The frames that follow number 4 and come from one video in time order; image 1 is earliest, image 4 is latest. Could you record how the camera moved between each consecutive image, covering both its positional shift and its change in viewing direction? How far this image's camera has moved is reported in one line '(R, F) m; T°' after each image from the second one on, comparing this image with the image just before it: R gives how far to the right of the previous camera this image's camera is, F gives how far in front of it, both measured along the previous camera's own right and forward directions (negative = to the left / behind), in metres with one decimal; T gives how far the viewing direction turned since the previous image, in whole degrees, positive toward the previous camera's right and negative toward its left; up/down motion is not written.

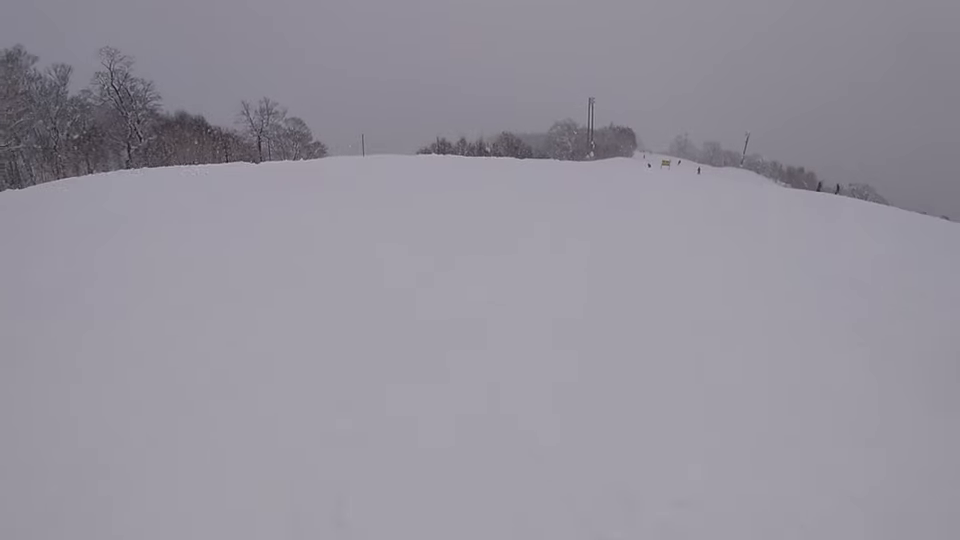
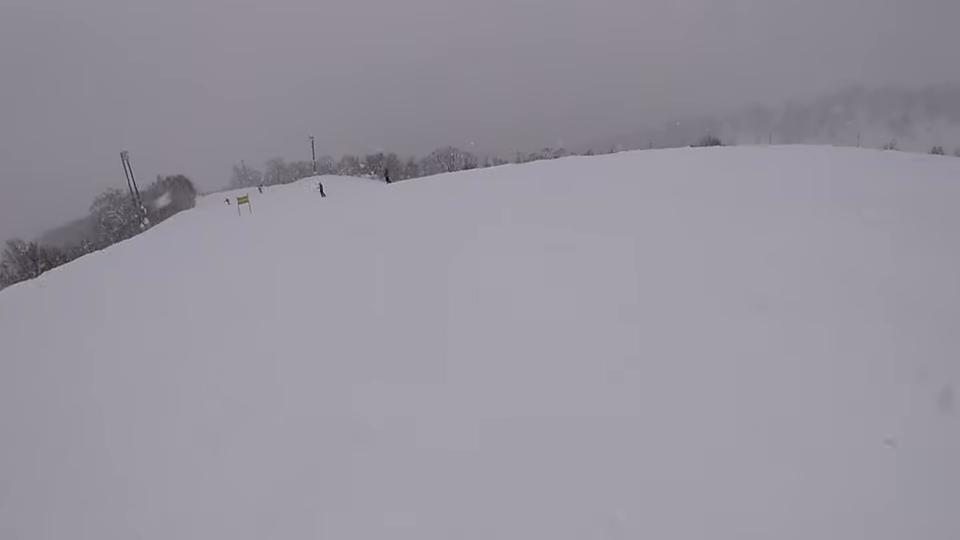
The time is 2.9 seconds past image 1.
(+2.7, +17.3) m; +37°
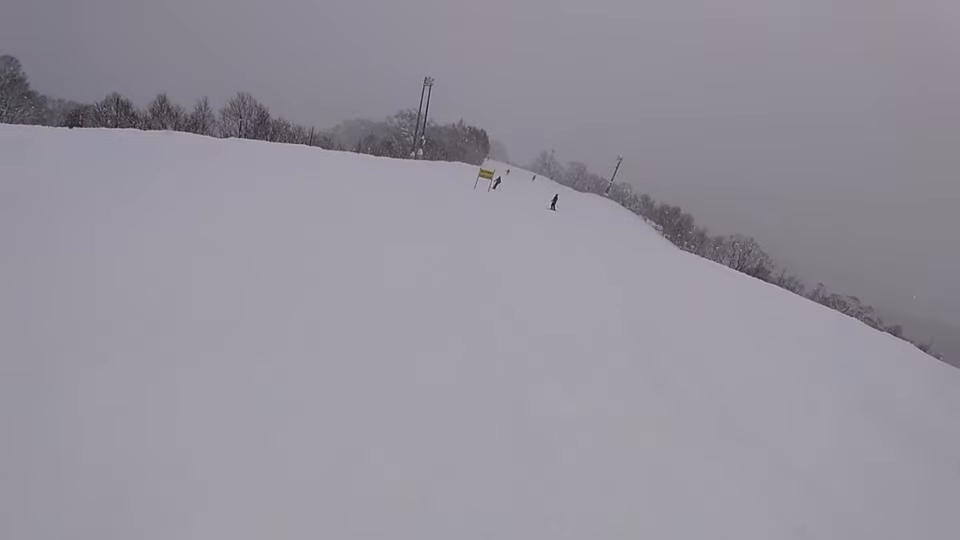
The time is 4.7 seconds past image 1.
(-0.2, +10.4) m; -18°
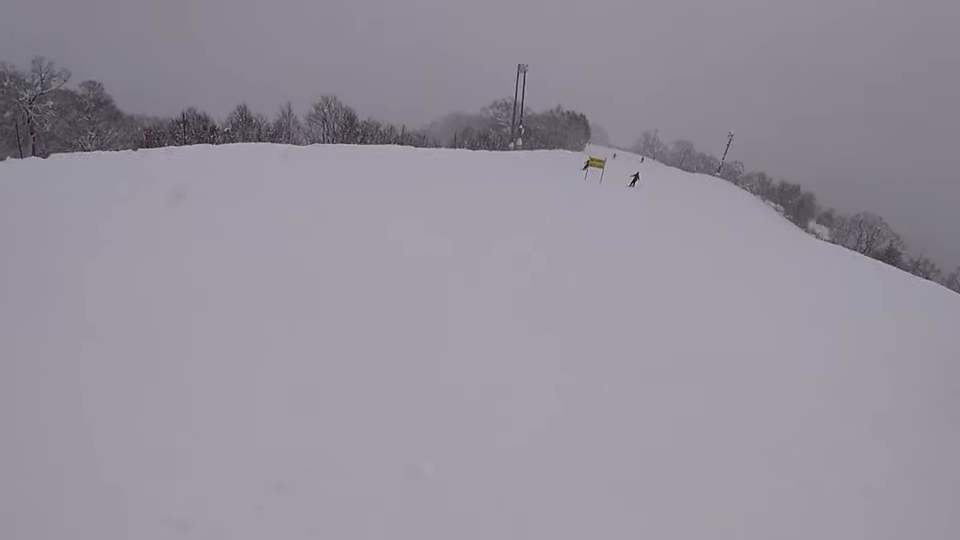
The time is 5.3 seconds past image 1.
(-0.1, +3.4) m; -15°
